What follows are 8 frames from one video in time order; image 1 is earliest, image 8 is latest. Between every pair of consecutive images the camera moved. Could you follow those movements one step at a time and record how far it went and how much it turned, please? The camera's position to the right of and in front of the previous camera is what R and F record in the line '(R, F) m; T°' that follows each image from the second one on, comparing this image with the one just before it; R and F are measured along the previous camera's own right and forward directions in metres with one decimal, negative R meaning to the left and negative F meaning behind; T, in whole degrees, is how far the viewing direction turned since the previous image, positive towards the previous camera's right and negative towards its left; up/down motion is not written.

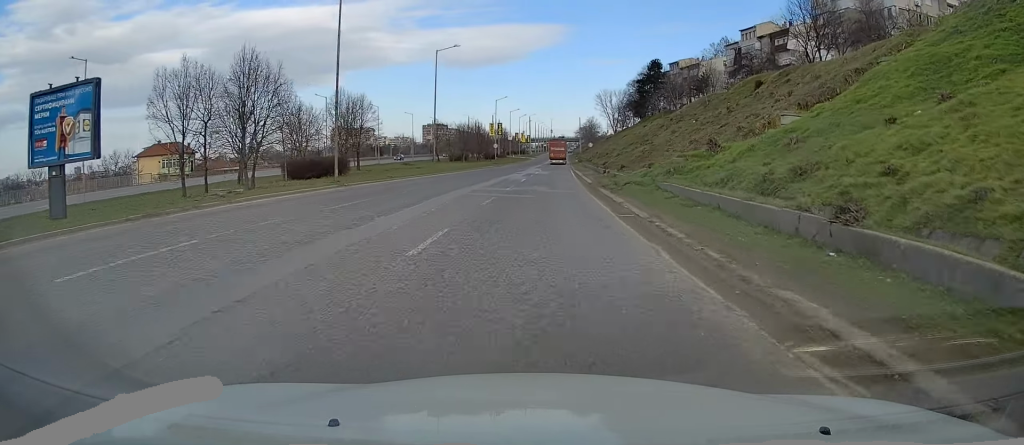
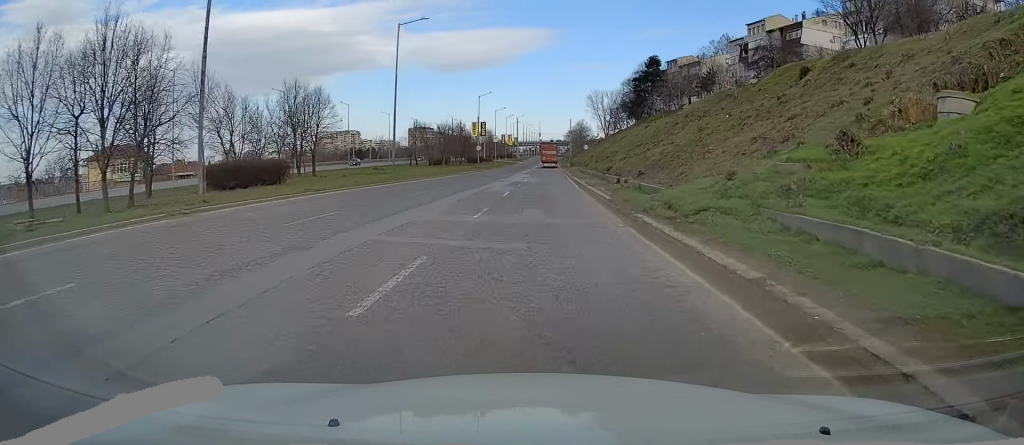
(0.0, +12.0) m; +1°
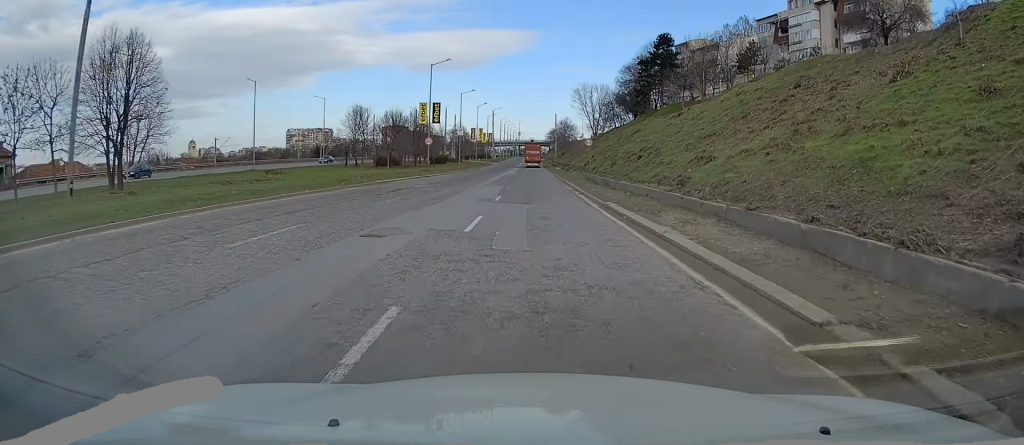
(+0.6, +29.9) m; +2°
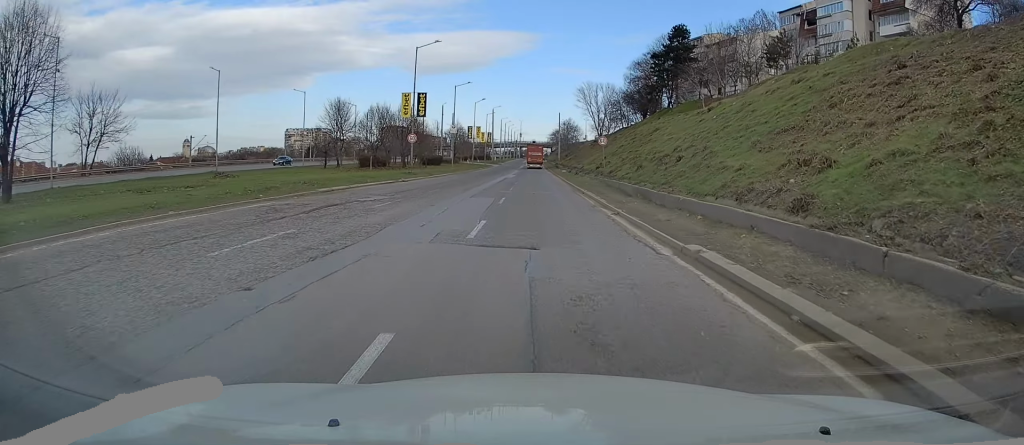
(0.0, +9.8) m; +1°
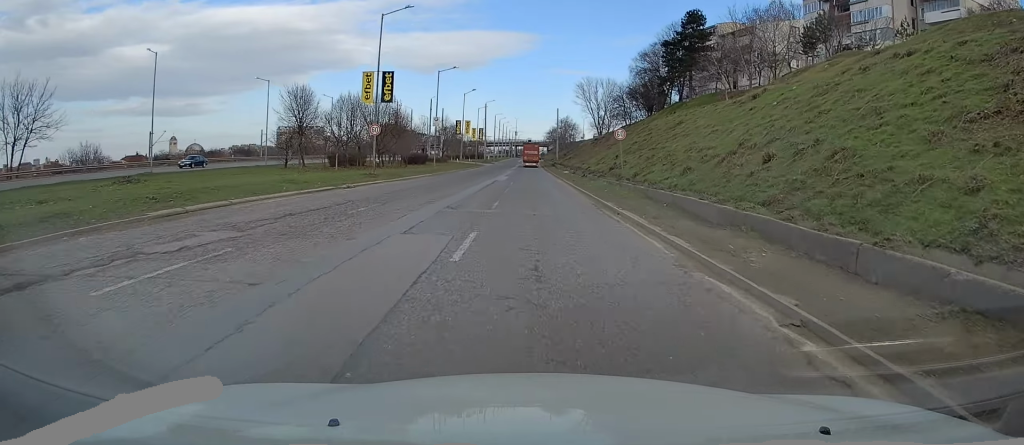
(+0.1, +11.6) m; 0°
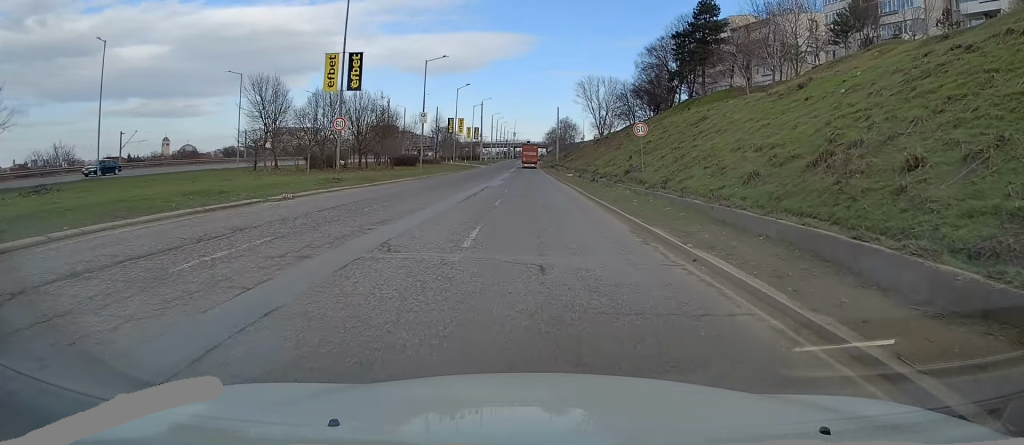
(+0.1, +7.5) m; 0°
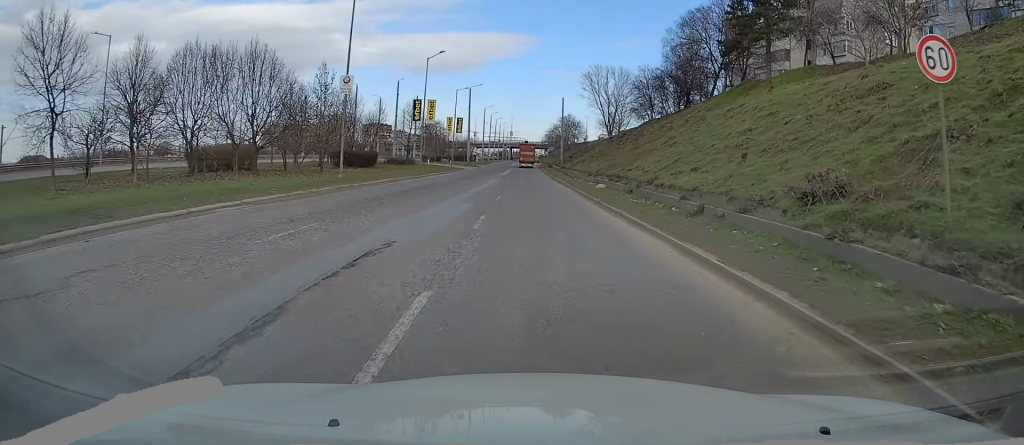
(-0.5, +24.5) m; -1°
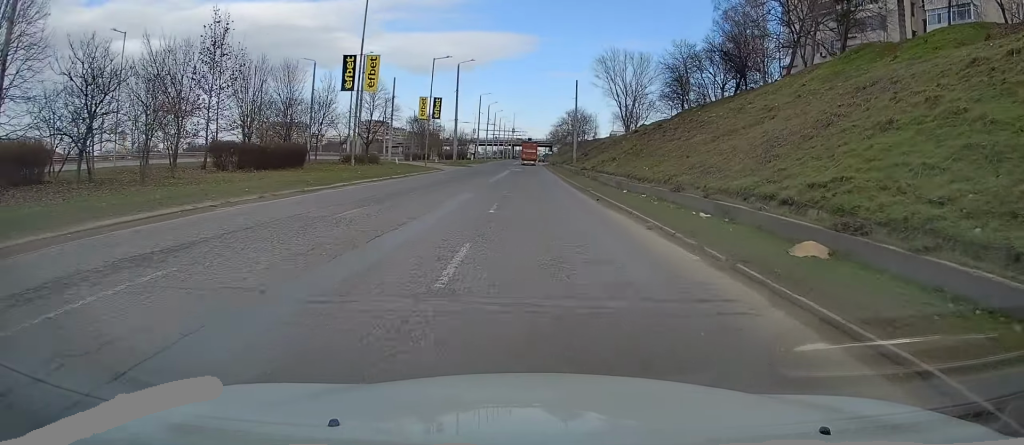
(+0.4, +23.8) m; +2°
